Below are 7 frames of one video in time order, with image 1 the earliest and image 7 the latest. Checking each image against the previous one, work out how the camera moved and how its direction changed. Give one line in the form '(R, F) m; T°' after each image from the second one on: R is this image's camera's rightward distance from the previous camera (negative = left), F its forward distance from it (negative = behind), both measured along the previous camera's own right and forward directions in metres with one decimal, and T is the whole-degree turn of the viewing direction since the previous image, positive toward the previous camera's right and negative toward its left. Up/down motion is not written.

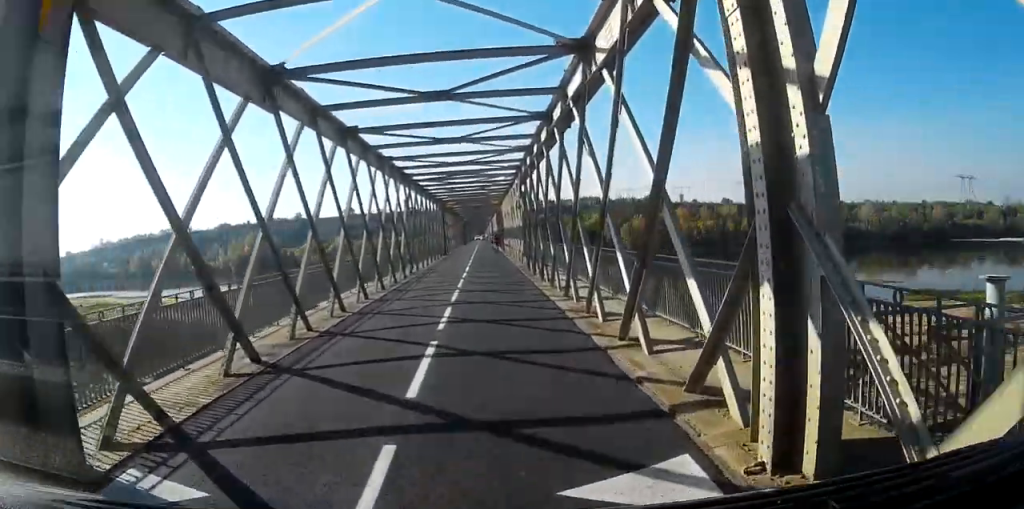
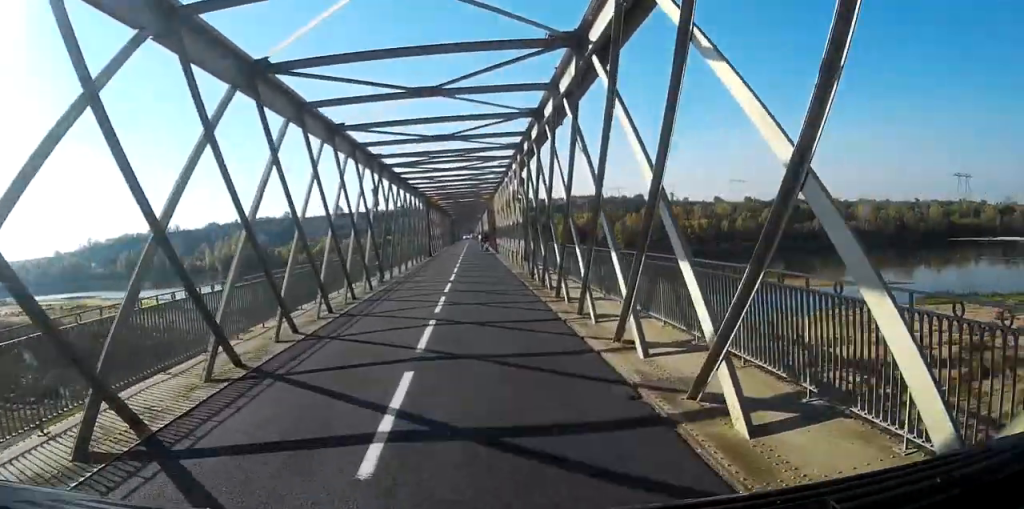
(-0.2, +5.8) m; -1°
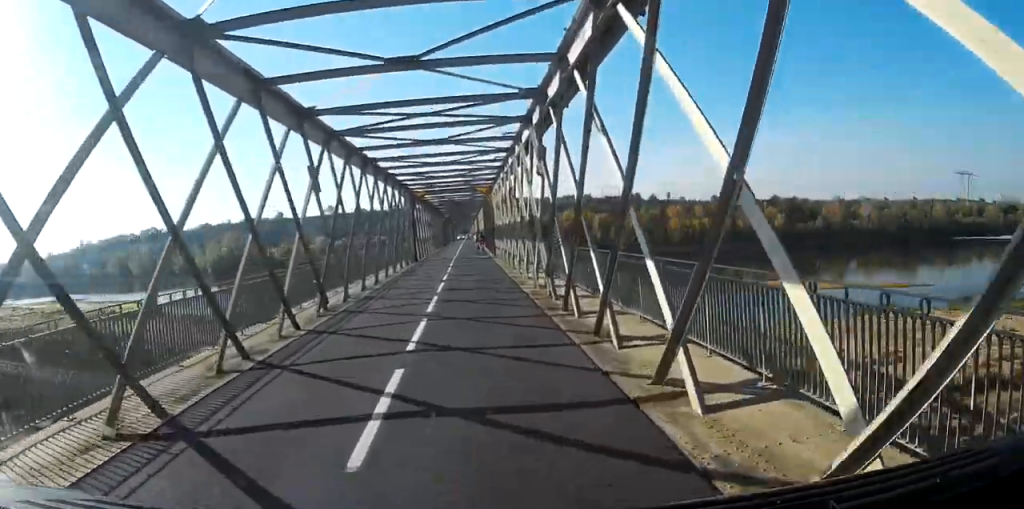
(+0.1, +8.4) m; +1°
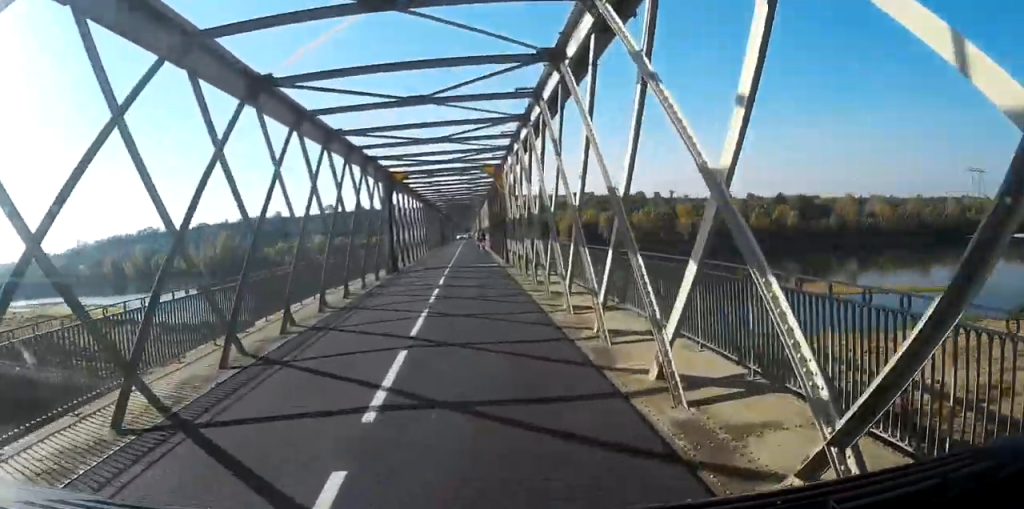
(0.0, +11.7) m; -2°
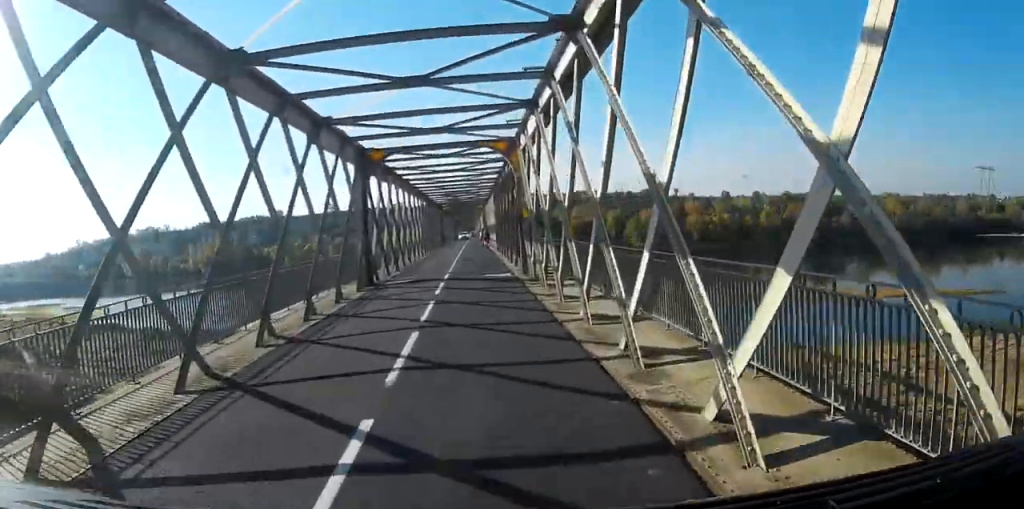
(-0.2, +7.4) m; -1°
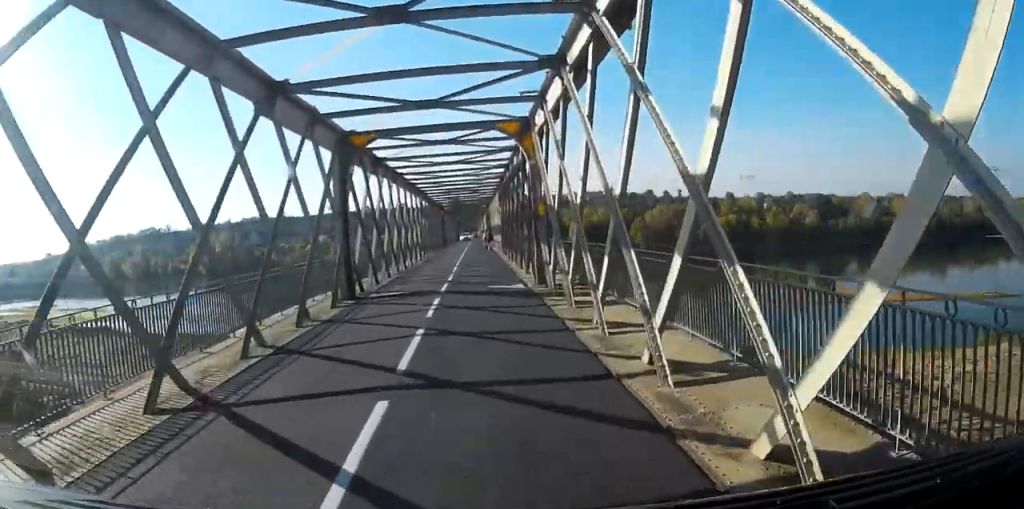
(0.0, +4.0) m; 0°
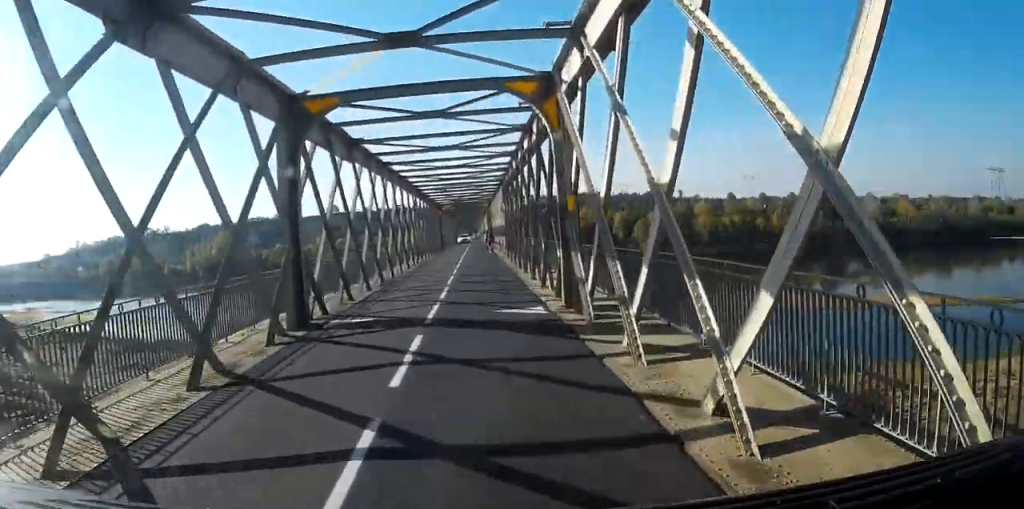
(0.0, +5.2) m; 0°
